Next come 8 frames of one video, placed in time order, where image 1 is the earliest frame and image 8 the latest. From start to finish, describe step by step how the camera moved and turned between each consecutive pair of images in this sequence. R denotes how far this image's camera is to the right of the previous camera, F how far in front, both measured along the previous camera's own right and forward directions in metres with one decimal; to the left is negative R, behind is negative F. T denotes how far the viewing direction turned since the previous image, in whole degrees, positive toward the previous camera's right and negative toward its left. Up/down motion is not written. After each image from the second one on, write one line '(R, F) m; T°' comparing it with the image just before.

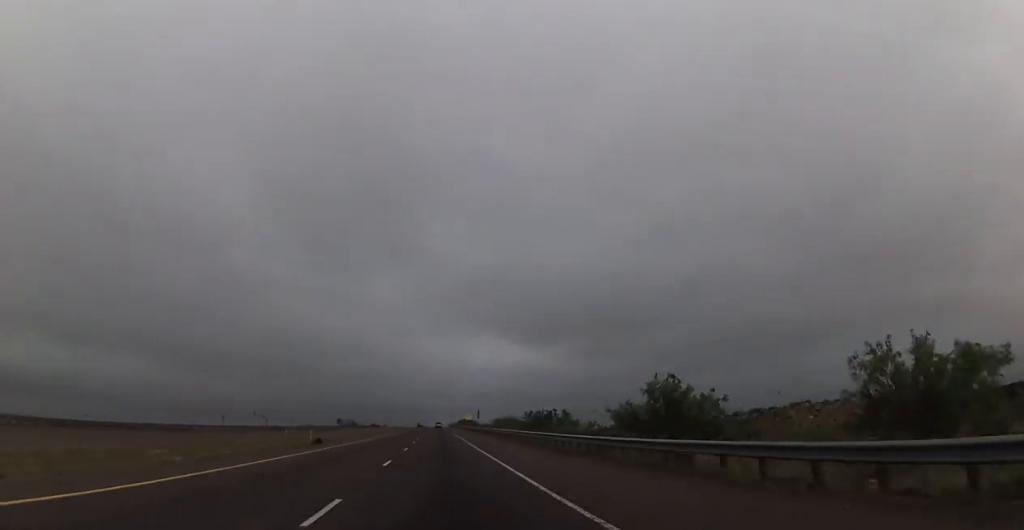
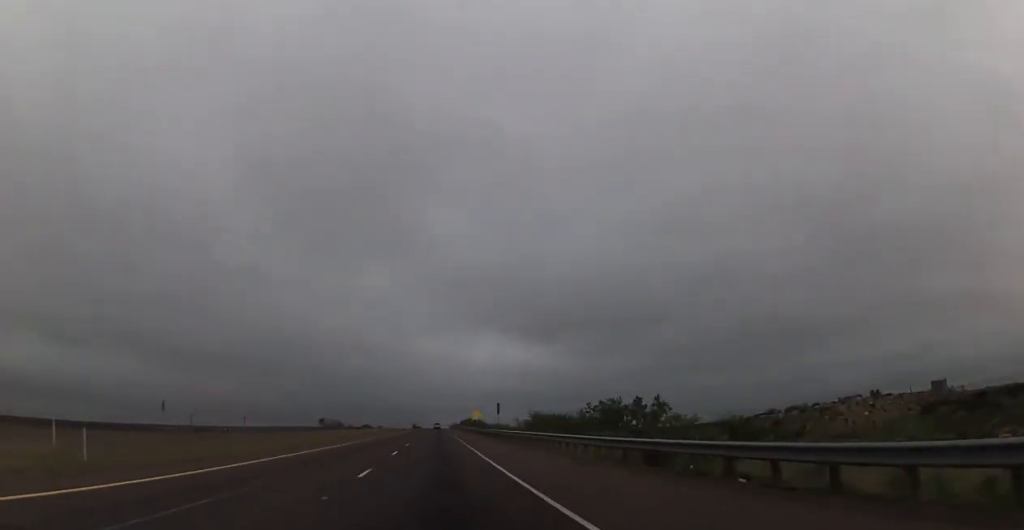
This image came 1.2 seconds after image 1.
(+0.2, +41.2) m; 0°
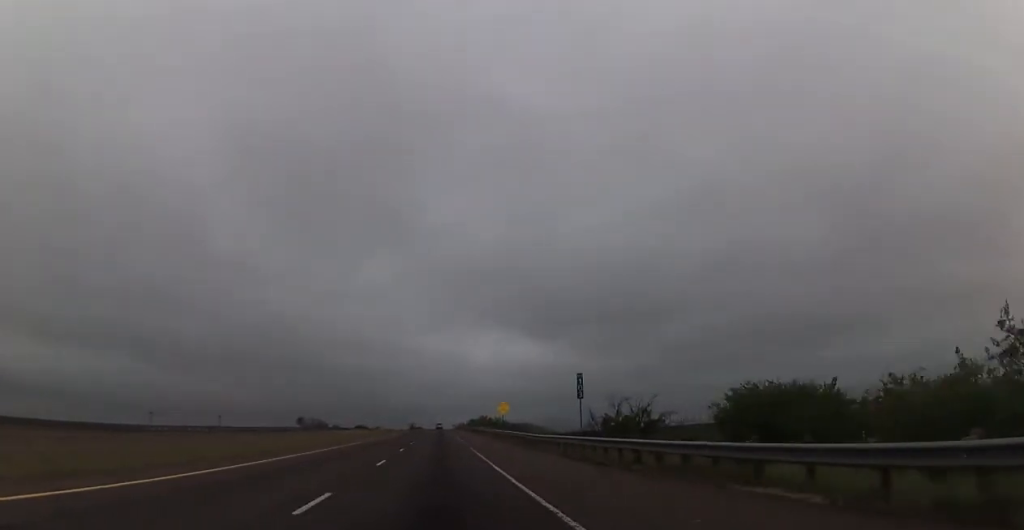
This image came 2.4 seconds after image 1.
(-0.2, +43.4) m; -1°
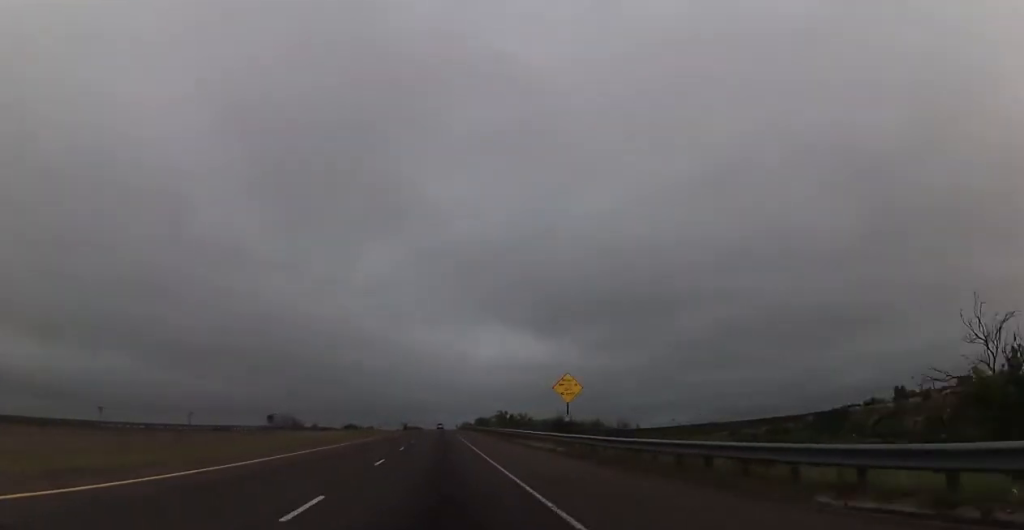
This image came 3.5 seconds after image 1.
(0.0, +37.7) m; 0°
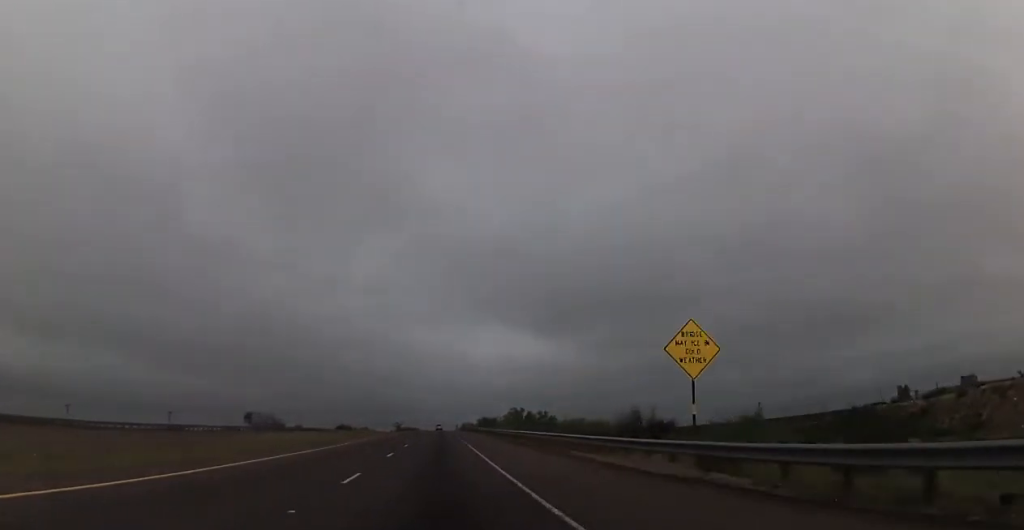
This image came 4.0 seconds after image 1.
(0.0, +18.8) m; 0°
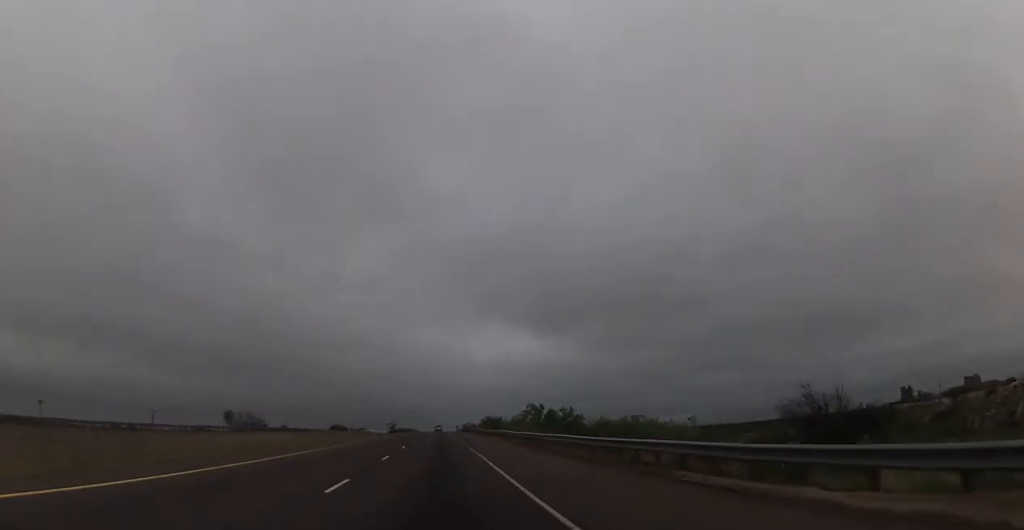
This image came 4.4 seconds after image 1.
(0.0, +14.1) m; 0°
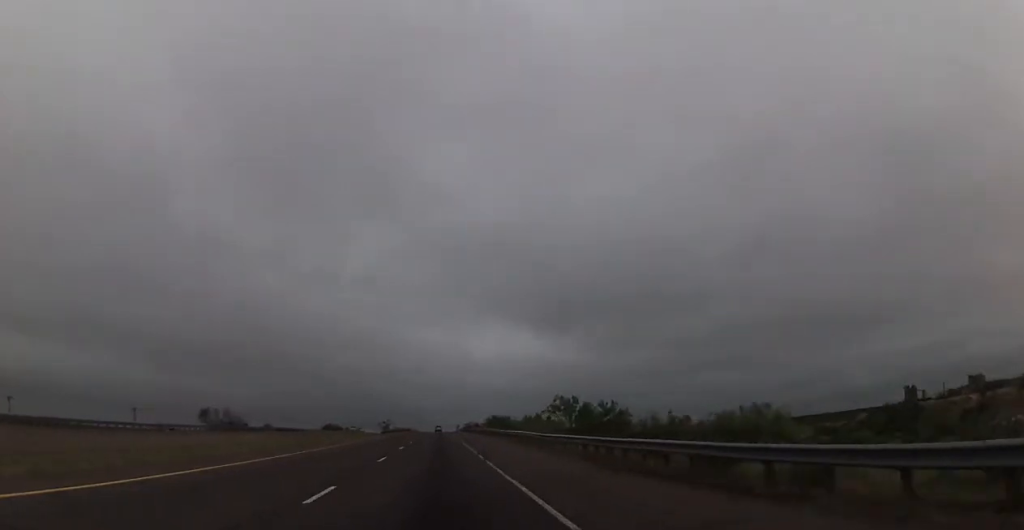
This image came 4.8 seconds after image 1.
(+0.1, +14.0) m; 0°
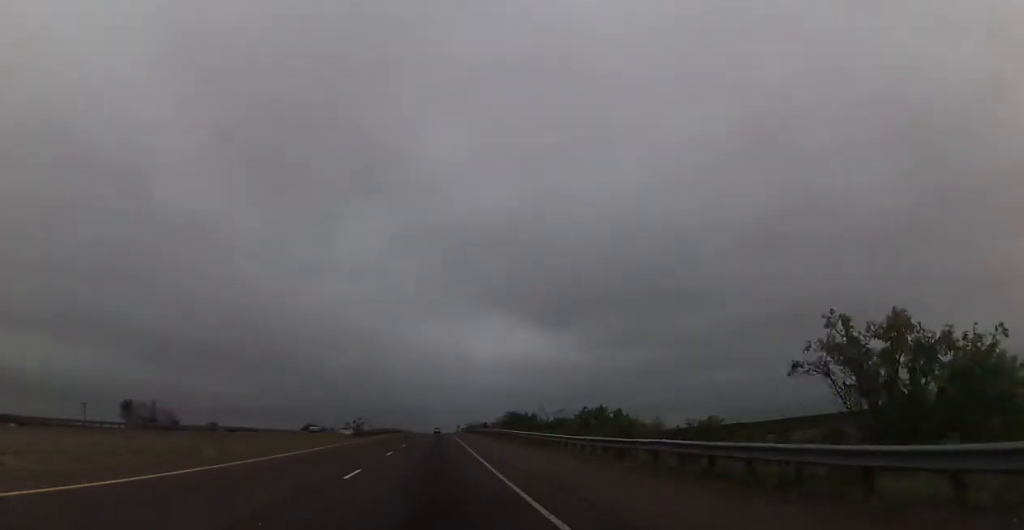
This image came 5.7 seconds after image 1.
(+0.1, +31.5) m; 0°
